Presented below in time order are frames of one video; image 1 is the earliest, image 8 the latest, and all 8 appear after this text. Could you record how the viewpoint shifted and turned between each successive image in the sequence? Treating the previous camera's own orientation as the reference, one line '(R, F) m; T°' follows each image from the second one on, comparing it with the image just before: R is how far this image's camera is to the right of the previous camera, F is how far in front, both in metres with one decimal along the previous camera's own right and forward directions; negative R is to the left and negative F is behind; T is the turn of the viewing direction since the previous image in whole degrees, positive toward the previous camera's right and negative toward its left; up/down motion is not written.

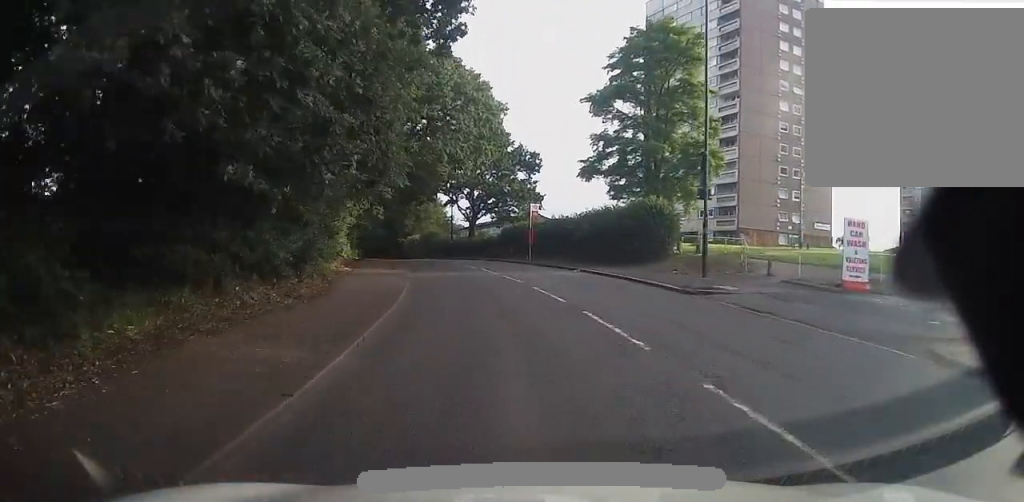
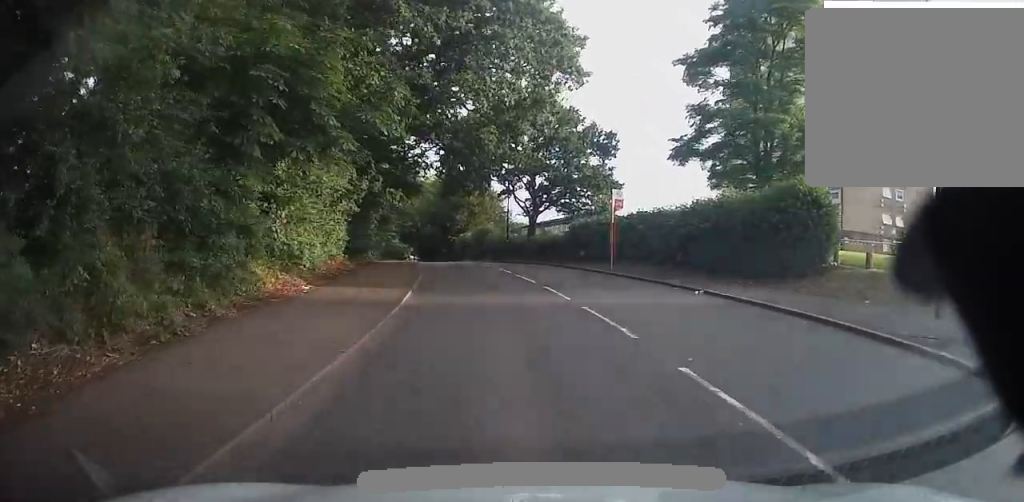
(-0.1, +10.4) m; -4°
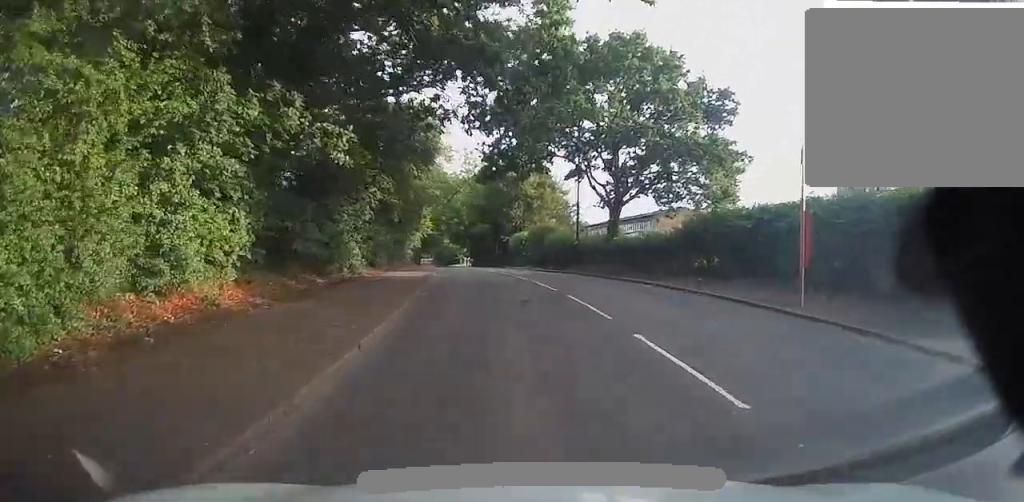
(-1.0, +13.7) m; -7°
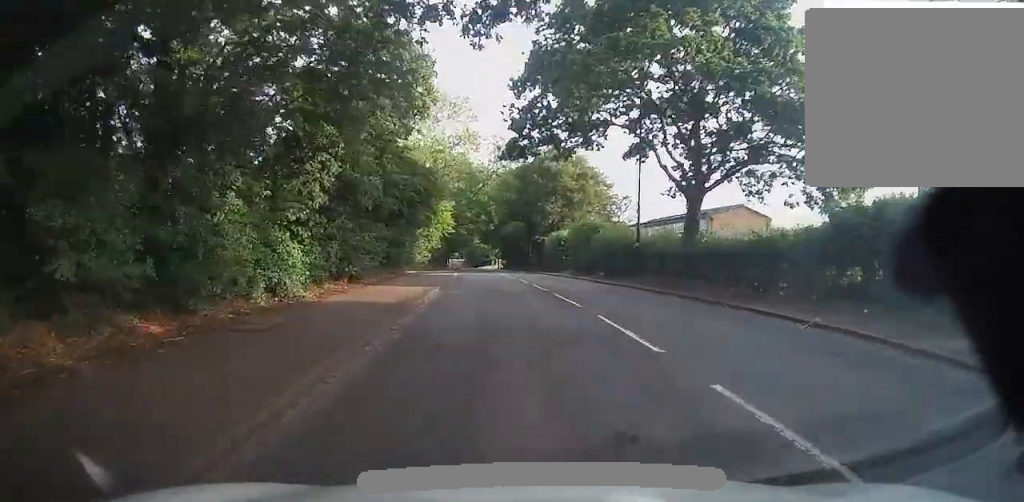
(+0.1, +9.3) m; -2°
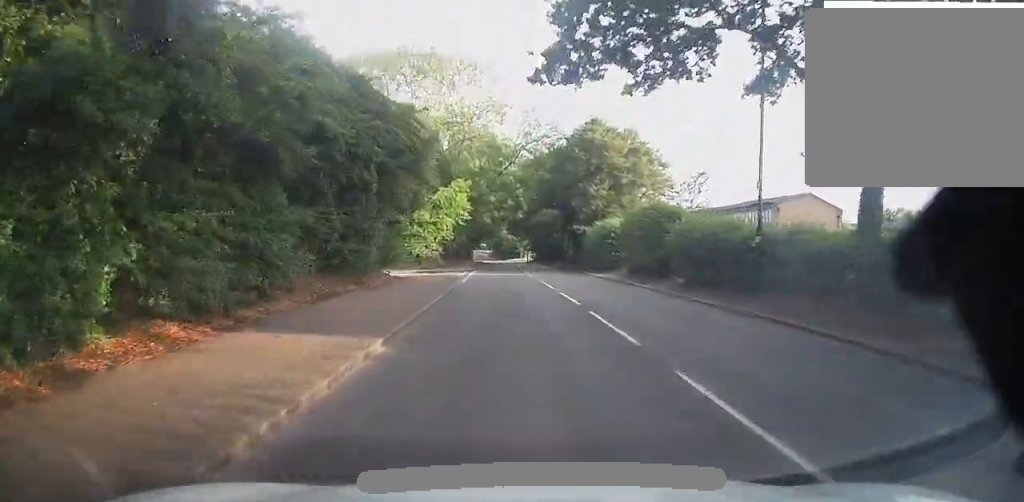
(-0.4, +10.9) m; -3°
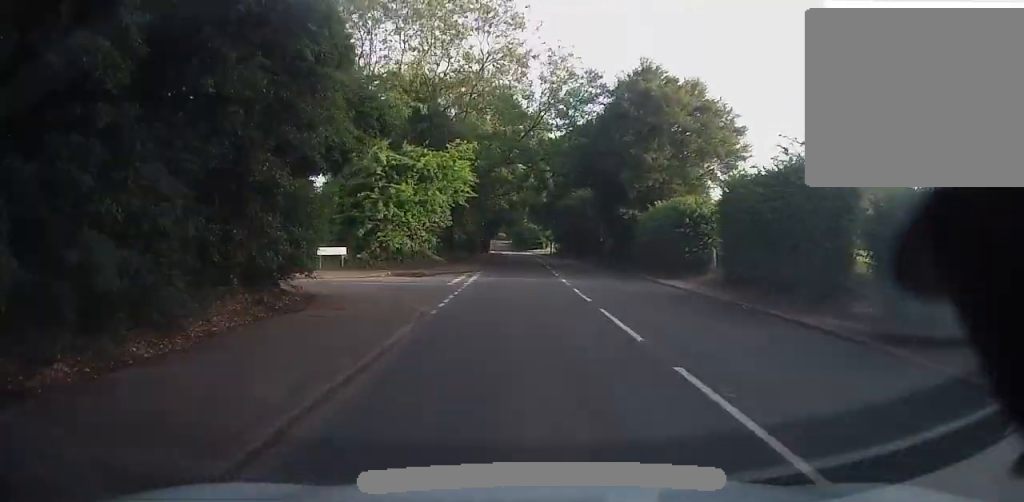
(-0.2, +11.7) m; -1°
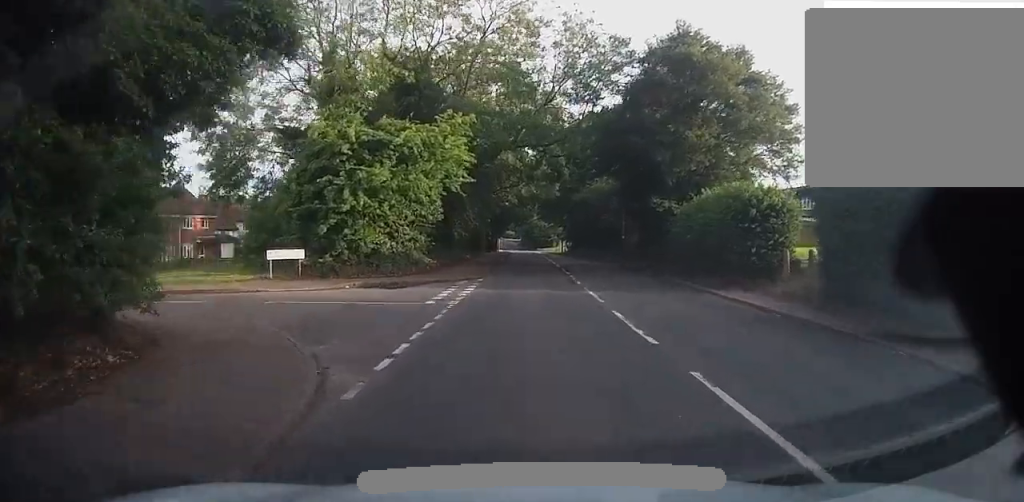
(0.0, +6.0) m; -1°
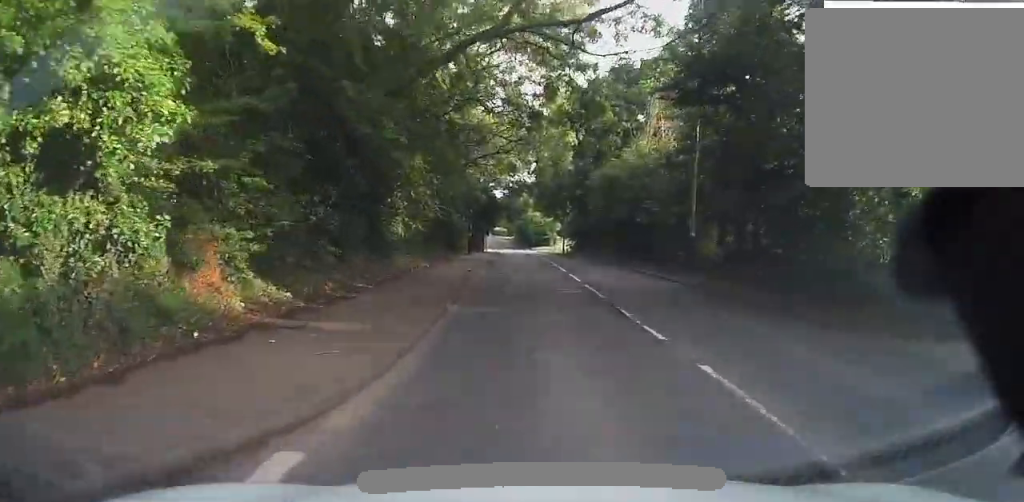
(-0.2, +17.6) m; +1°
